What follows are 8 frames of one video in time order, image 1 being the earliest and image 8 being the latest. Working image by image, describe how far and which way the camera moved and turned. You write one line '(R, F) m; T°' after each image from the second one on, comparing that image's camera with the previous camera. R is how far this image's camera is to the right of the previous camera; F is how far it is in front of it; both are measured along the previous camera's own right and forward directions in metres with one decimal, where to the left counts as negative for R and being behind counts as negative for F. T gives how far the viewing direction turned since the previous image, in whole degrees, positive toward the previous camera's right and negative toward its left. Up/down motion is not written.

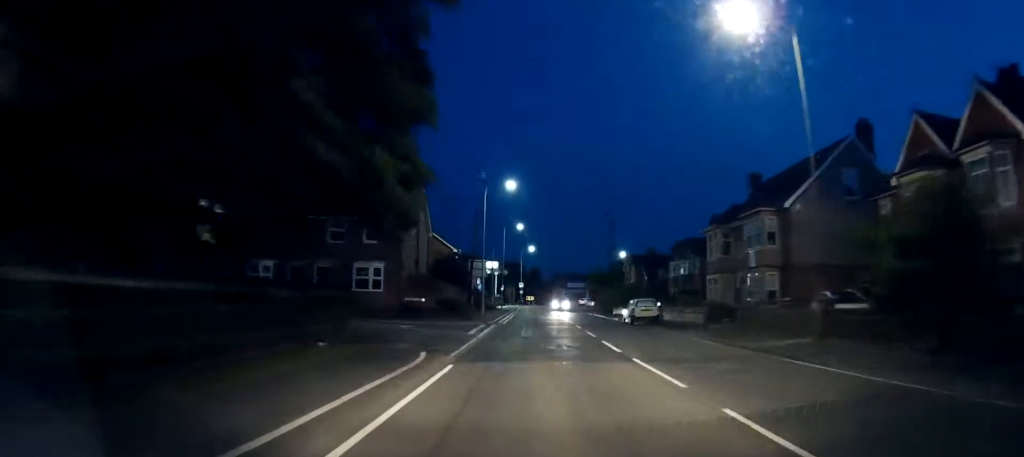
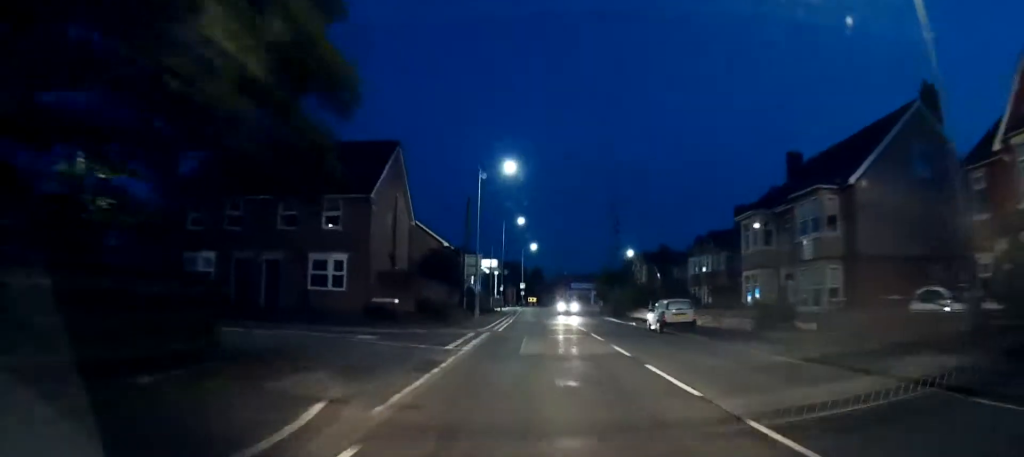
(+0.1, +7.5) m; 0°
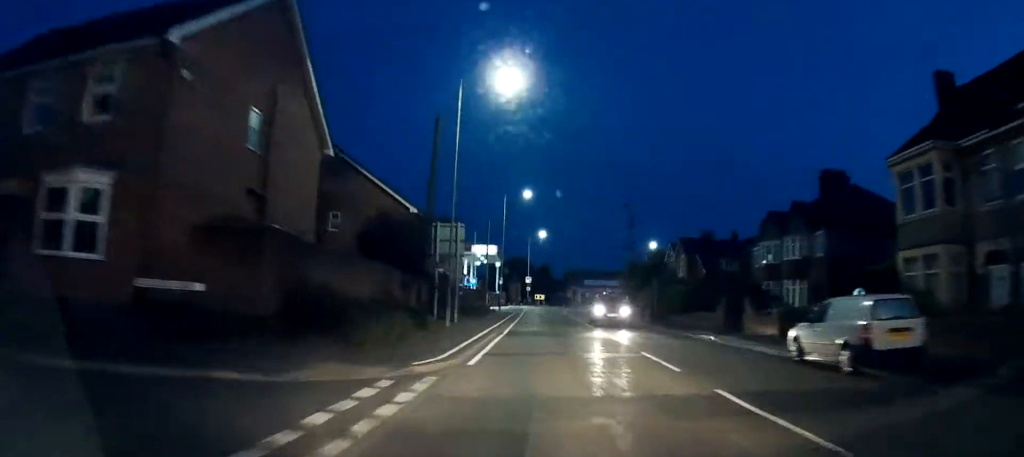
(0.0, +16.9) m; 0°
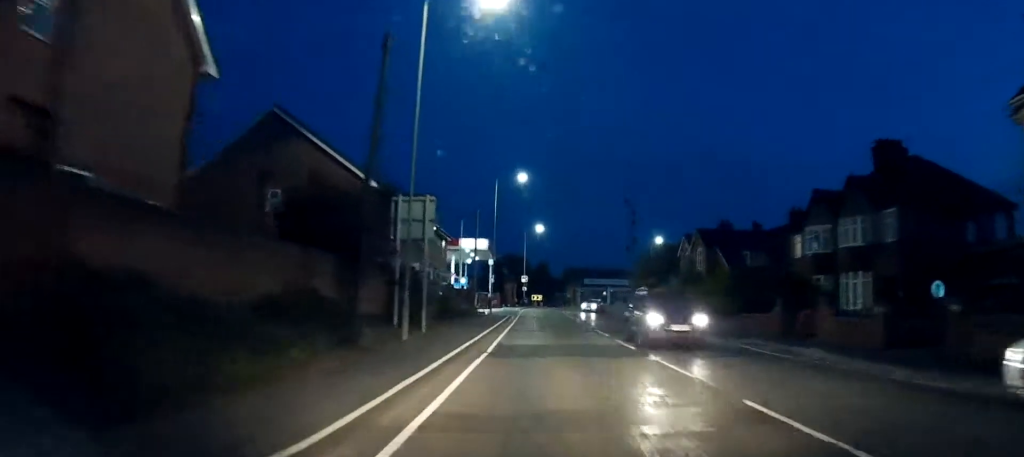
(+0.1, +7.9) m; 0°
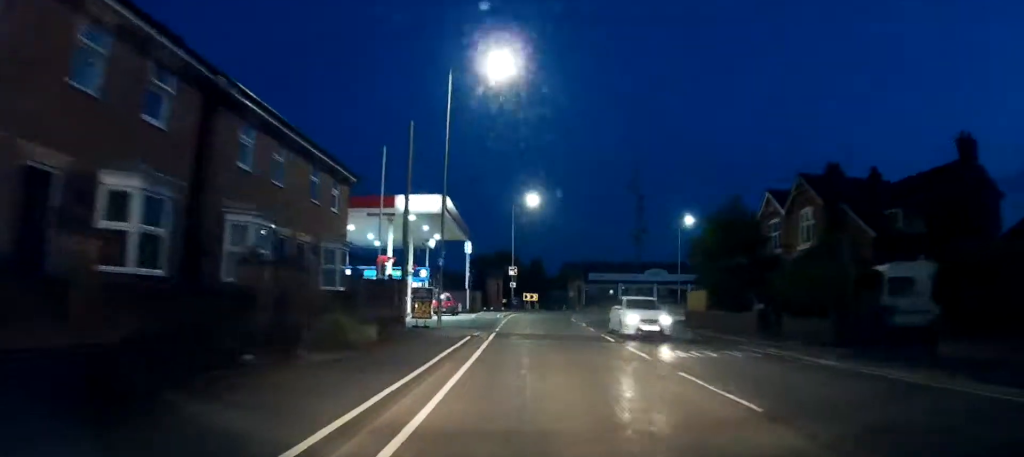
(-0.1, +23.5) m; 0°
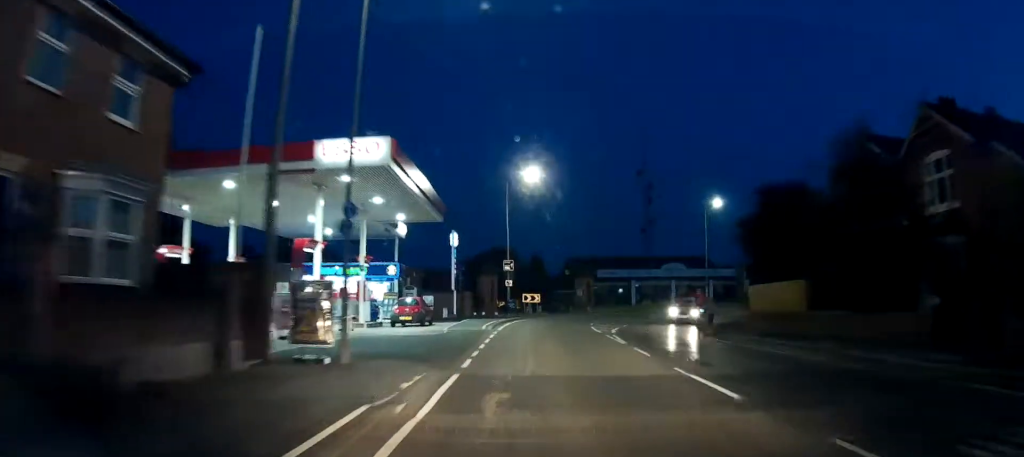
(+0.1, +12.3) m; +1°
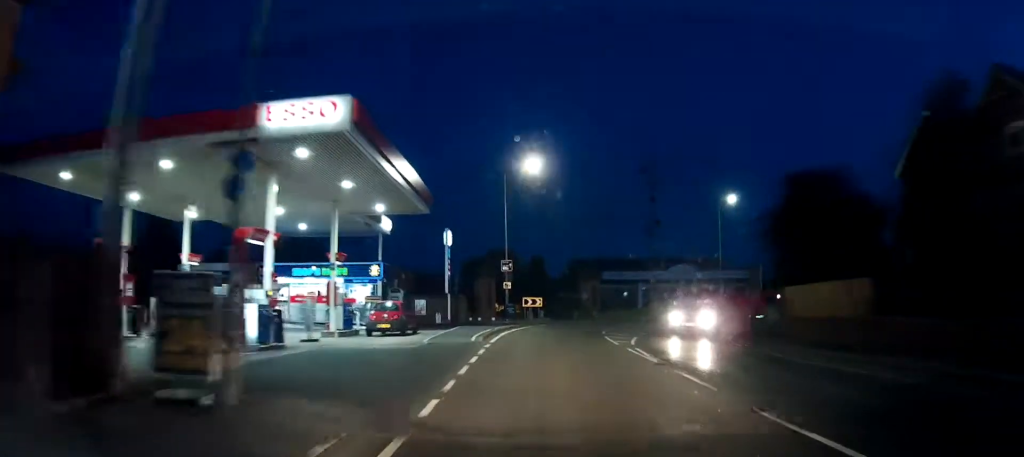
(0.0, +4.7) m; 0°
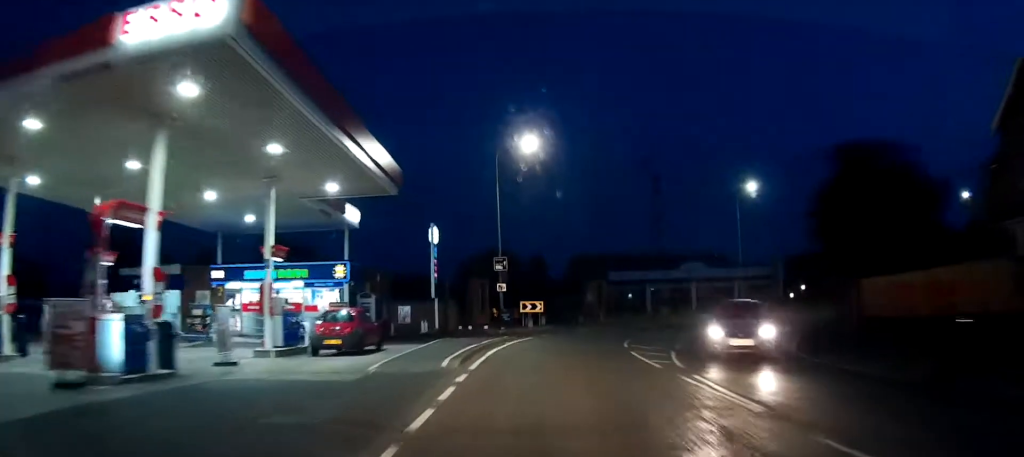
(0.0, +6.7) m; 0°
